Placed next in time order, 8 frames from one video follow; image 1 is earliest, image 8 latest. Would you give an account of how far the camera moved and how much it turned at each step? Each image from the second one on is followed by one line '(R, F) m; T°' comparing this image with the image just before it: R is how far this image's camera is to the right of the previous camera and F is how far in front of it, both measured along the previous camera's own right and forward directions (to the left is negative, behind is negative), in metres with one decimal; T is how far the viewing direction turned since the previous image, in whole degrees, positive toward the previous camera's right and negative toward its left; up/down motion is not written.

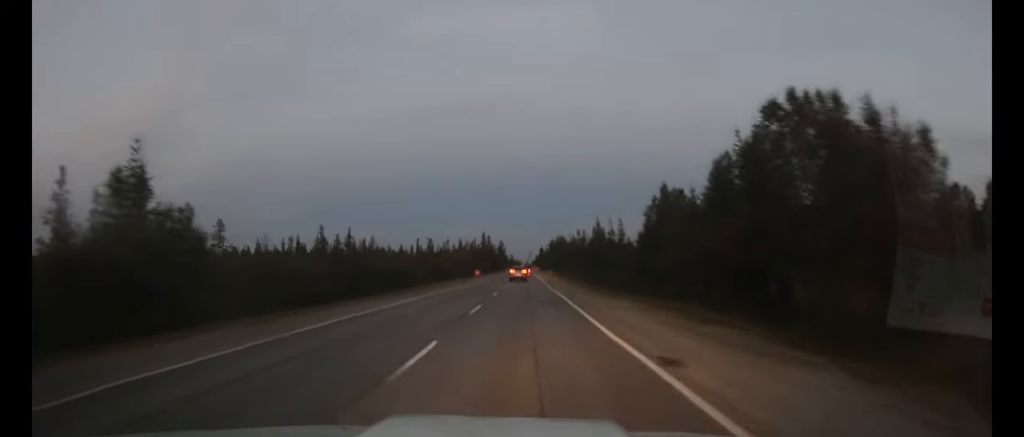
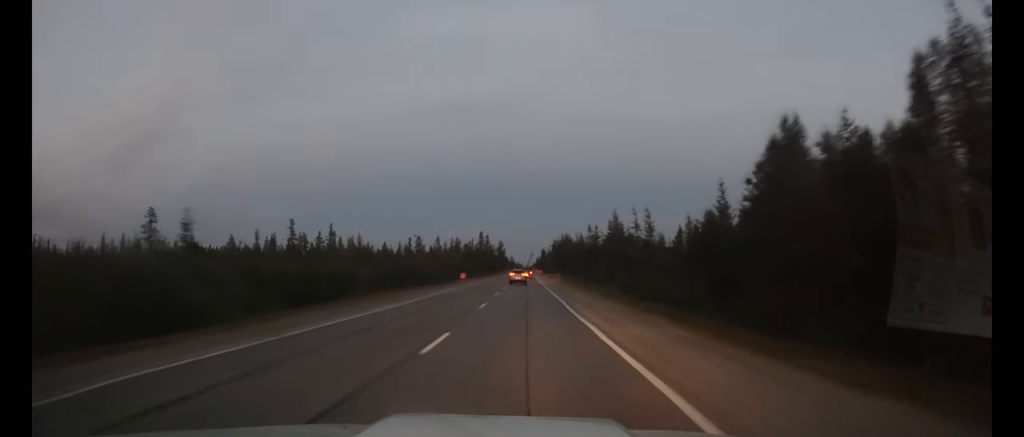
(0.0, +20.0) m; 0°
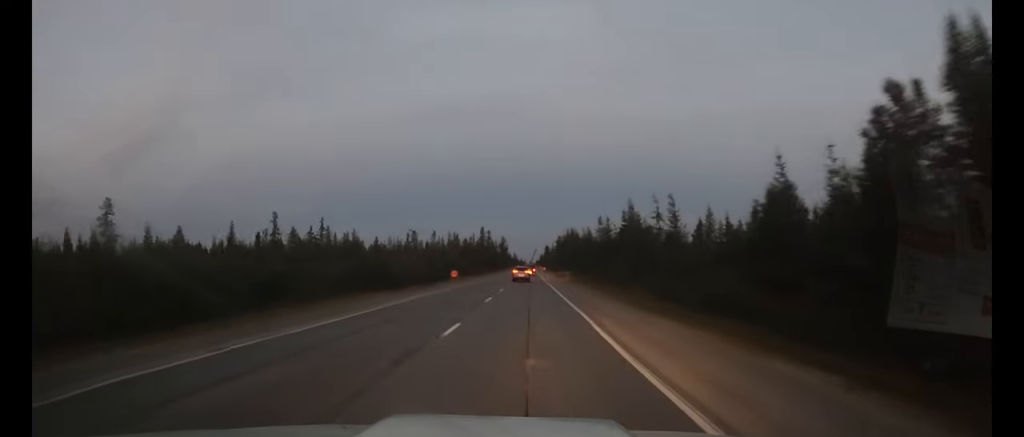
(0.0, +10.6) m; 0°
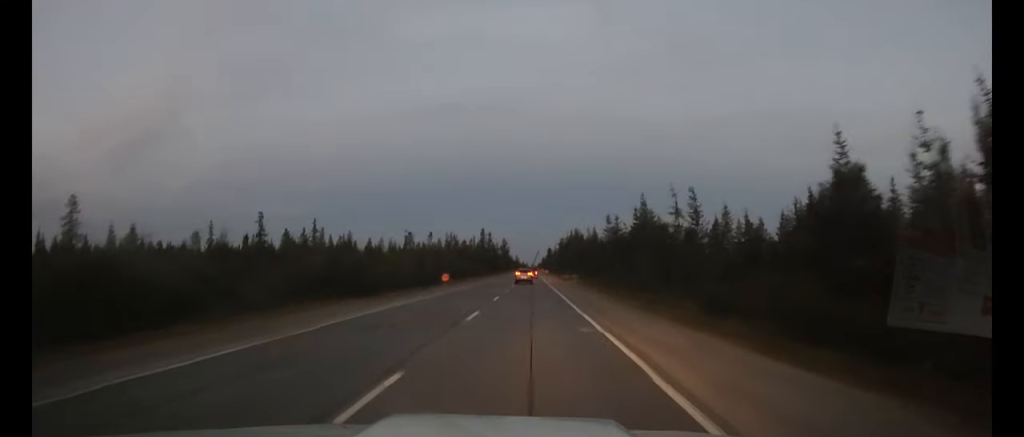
(0.0, +7.3) m; 0°
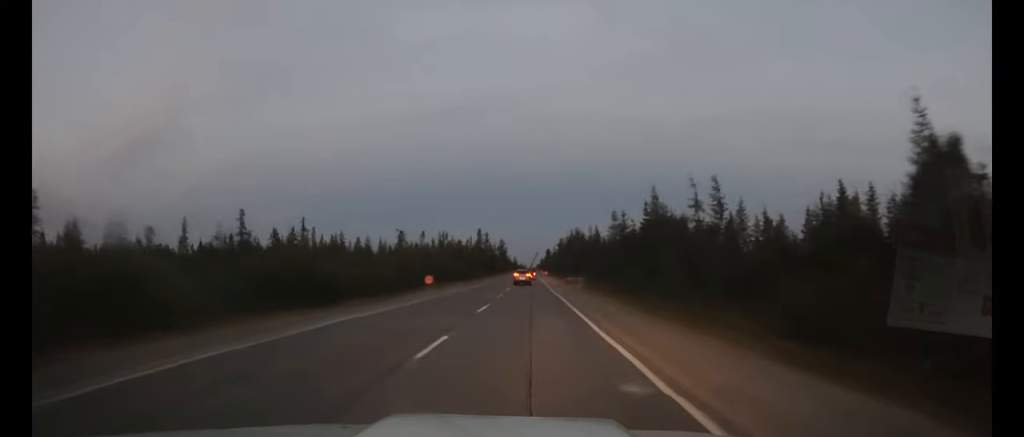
(0.0, +7.3) m; 0°
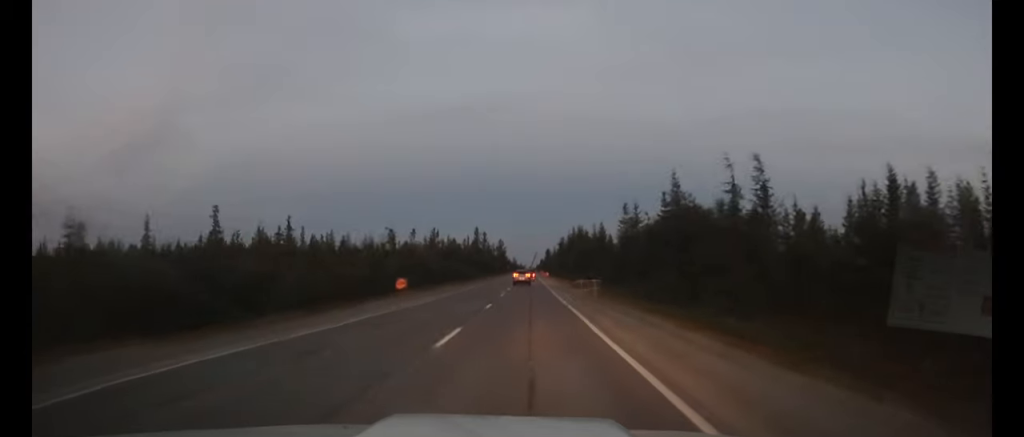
(0.0, +9.3) m; 0°
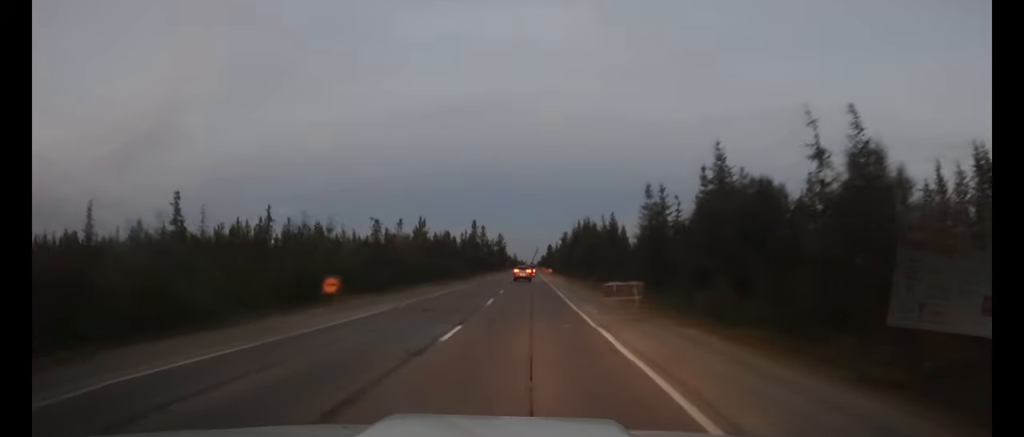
(0.0, +12.3) m; 0°
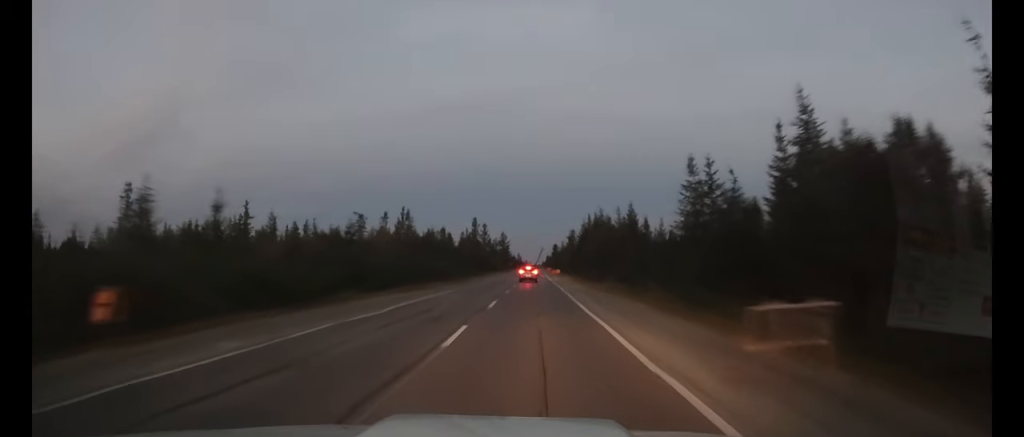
(0.0, +13.2) m; 0°
